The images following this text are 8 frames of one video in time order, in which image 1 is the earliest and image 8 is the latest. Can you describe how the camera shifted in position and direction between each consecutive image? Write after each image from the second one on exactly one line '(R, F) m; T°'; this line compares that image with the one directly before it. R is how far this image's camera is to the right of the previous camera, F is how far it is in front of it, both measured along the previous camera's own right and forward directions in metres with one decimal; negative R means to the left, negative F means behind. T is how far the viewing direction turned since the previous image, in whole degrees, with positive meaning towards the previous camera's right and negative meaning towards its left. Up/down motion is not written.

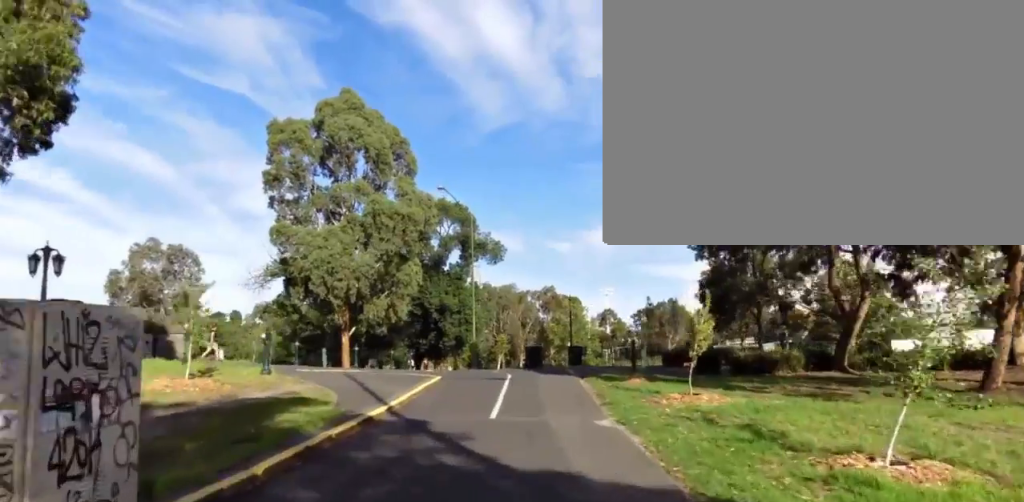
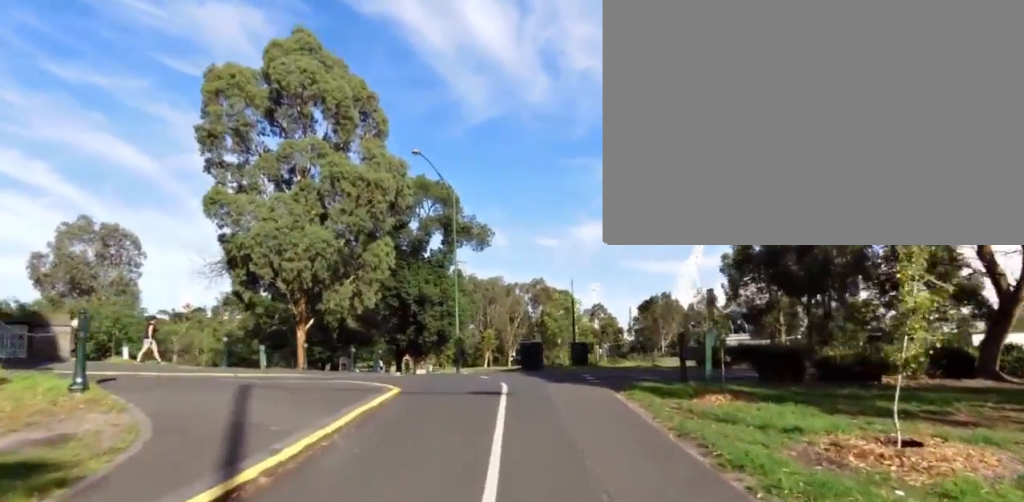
(-1.1, +5.9) m; -6°
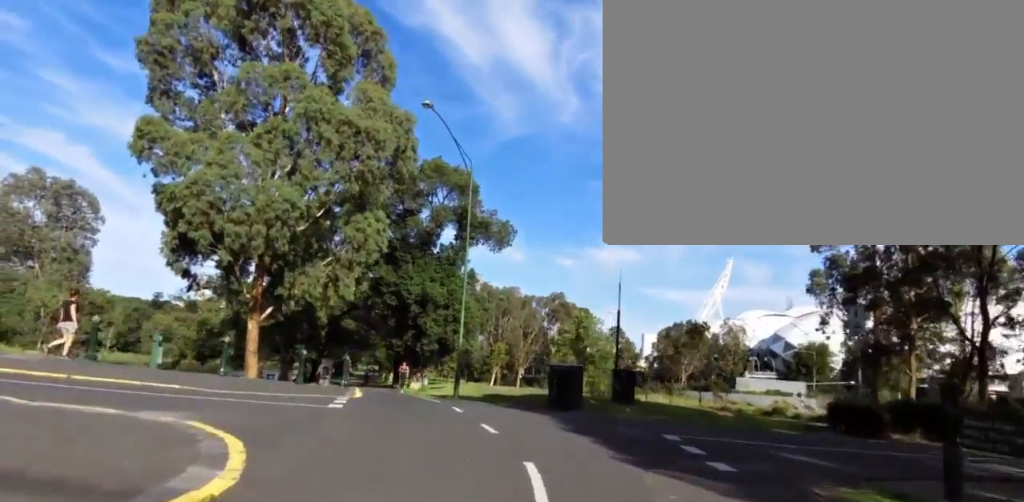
(+0.9, +7.5) m; +1°
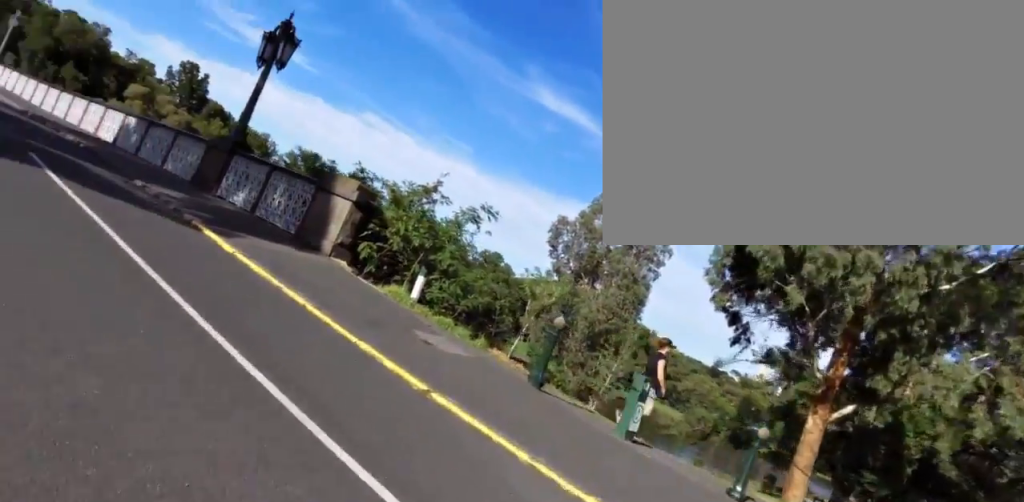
(-3.3, +7.3) m; -49°
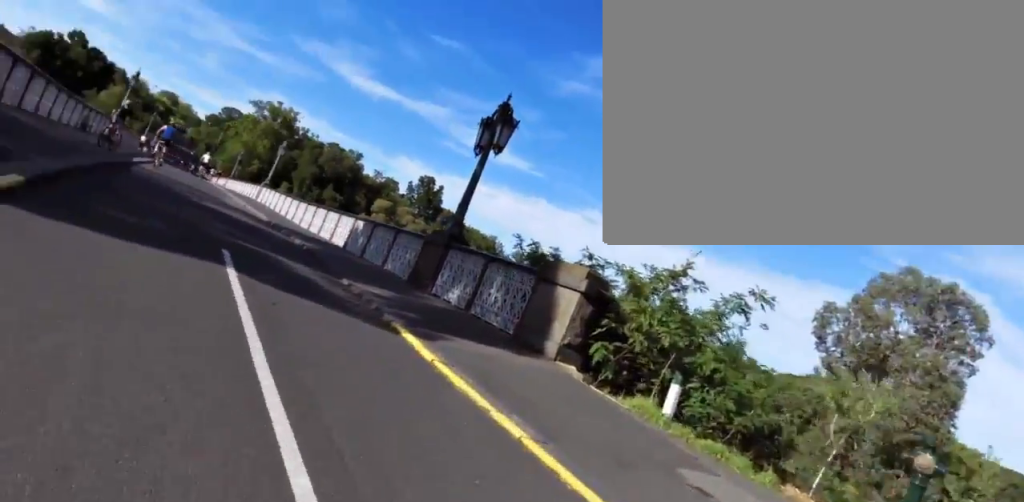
(0.0, +2.4) m; -15°
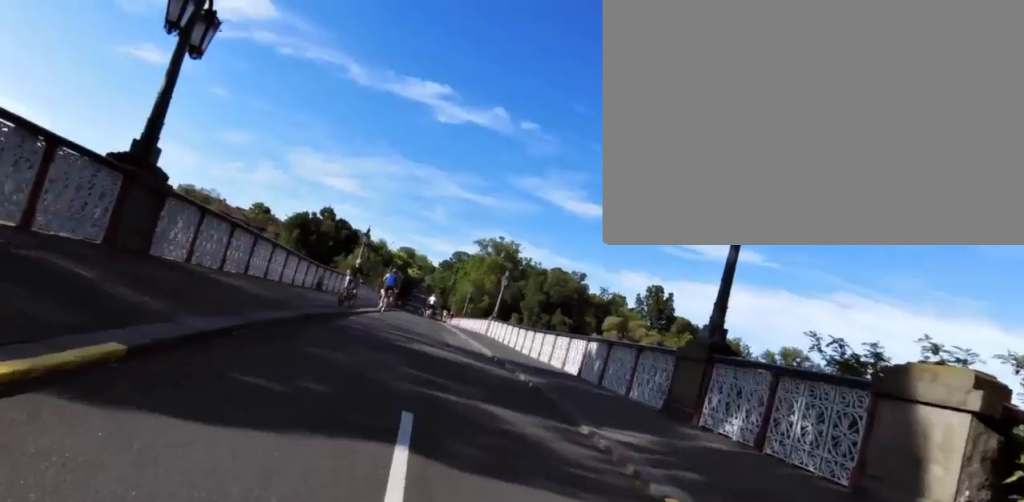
(-0.8, +3.1) m; -15°
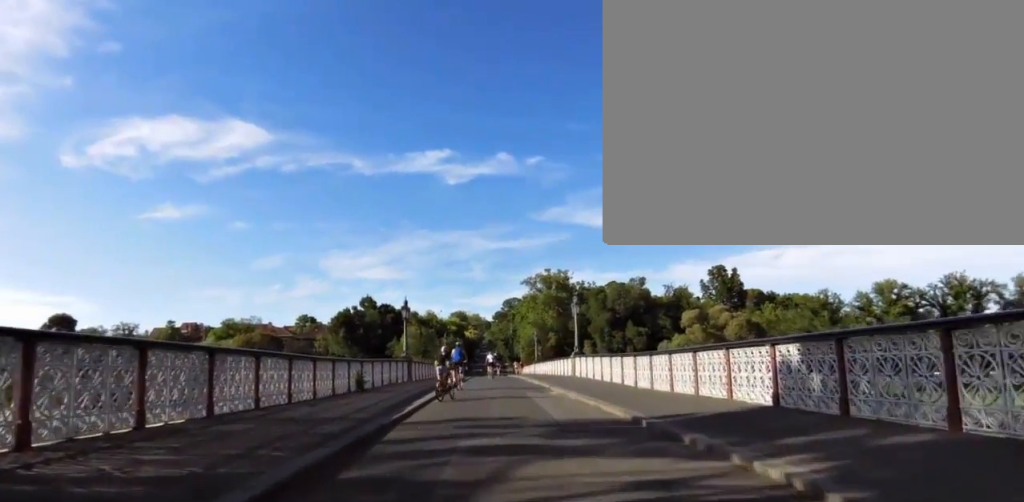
(-2.6, +8.4) m; -24°
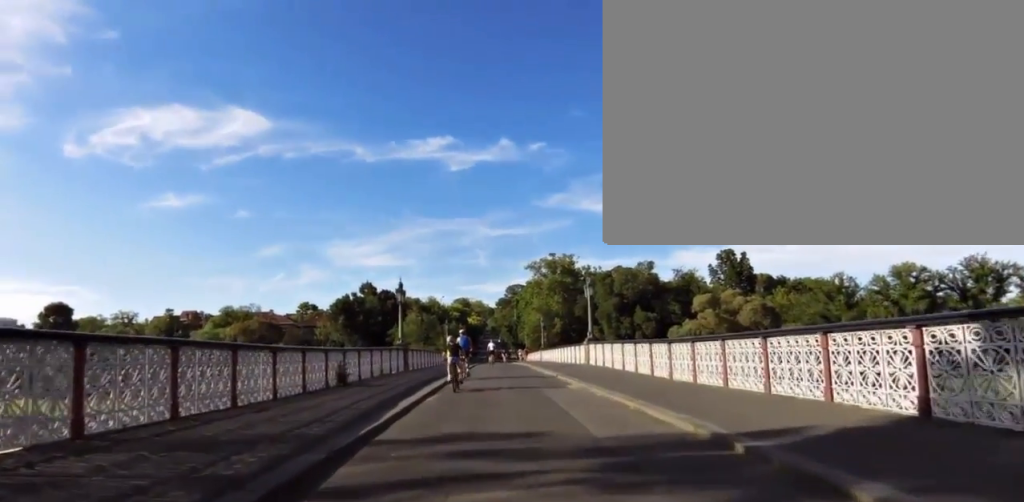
(-0.2, +4.1) m; -2°
